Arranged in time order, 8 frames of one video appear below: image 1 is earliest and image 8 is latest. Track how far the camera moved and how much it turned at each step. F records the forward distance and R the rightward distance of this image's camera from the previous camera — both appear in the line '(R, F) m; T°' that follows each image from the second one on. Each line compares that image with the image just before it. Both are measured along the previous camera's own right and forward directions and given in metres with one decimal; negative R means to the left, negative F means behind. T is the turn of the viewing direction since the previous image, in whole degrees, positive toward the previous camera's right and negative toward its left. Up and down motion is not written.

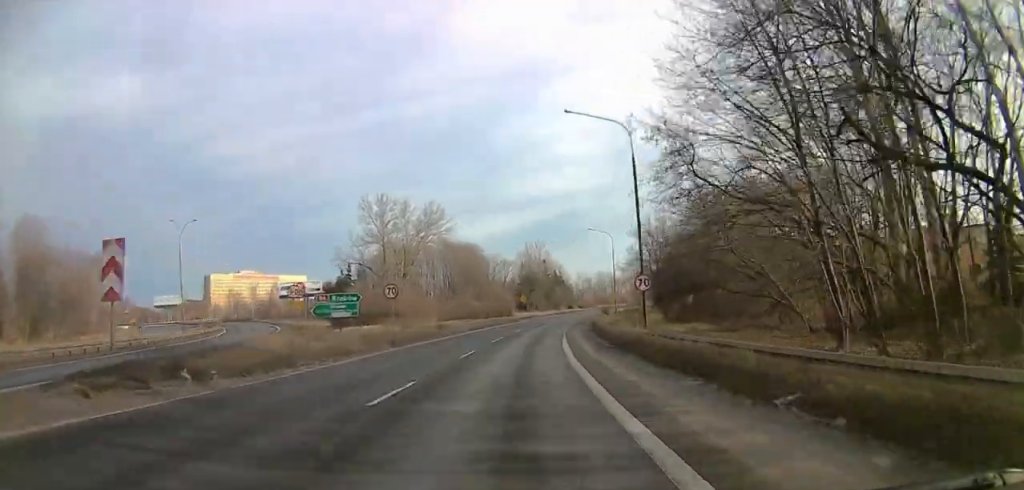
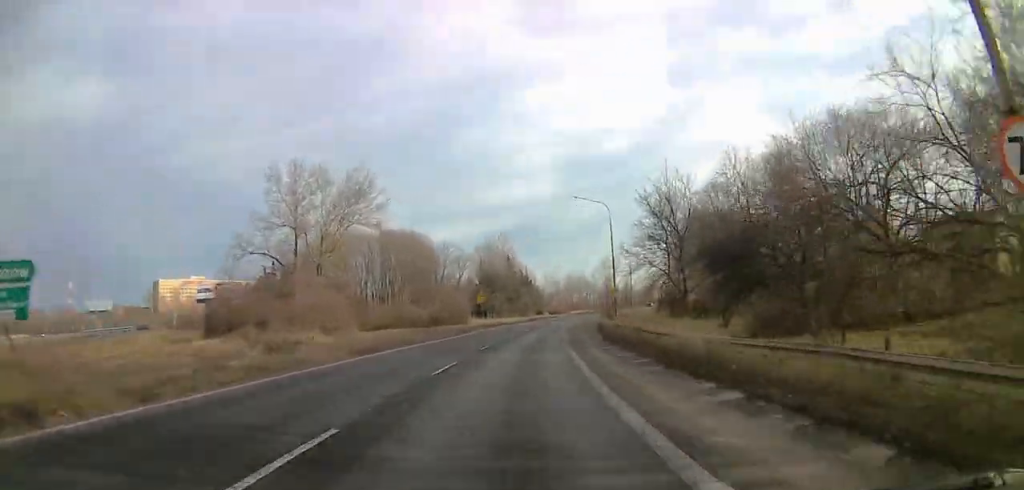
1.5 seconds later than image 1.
(+0.7, +29.8) m; +4°
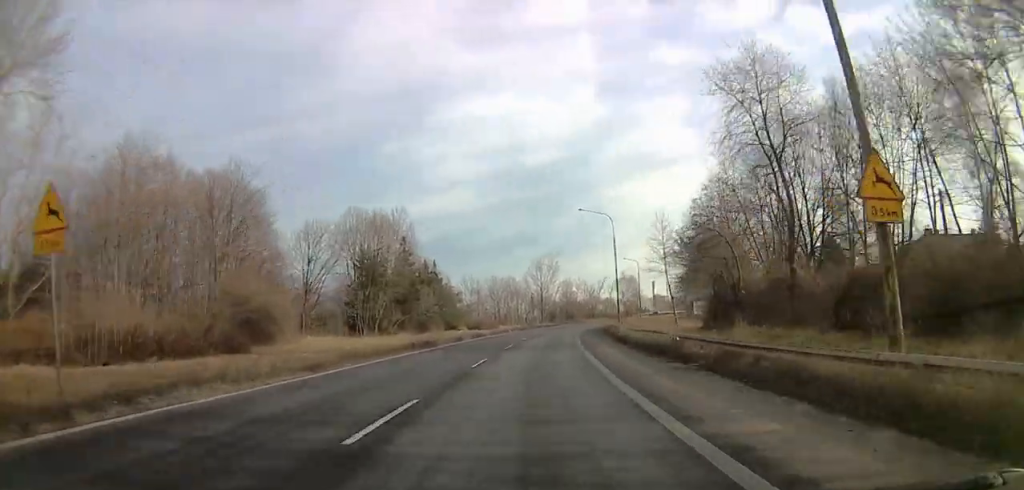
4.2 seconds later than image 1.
(-0.3, +53.2) m; +11°
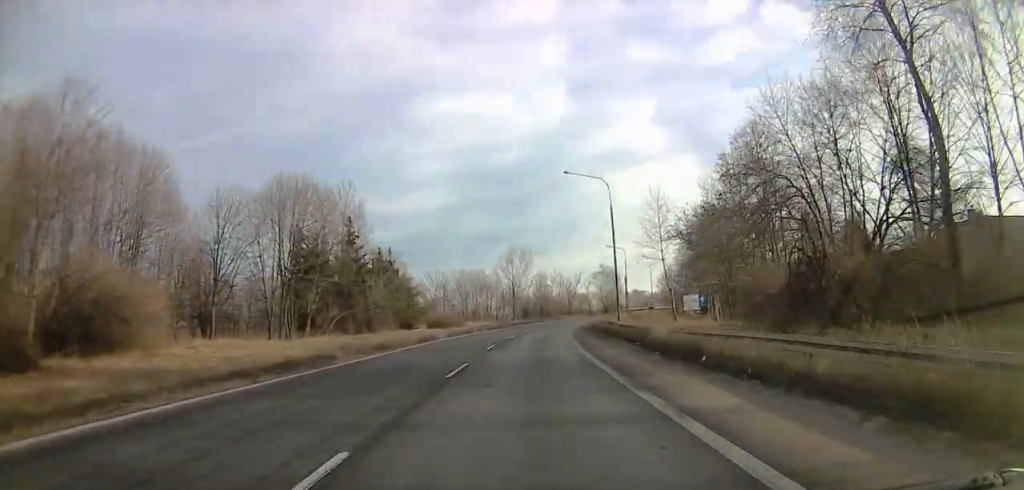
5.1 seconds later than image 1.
(+0.4, +17.7) m; 0°
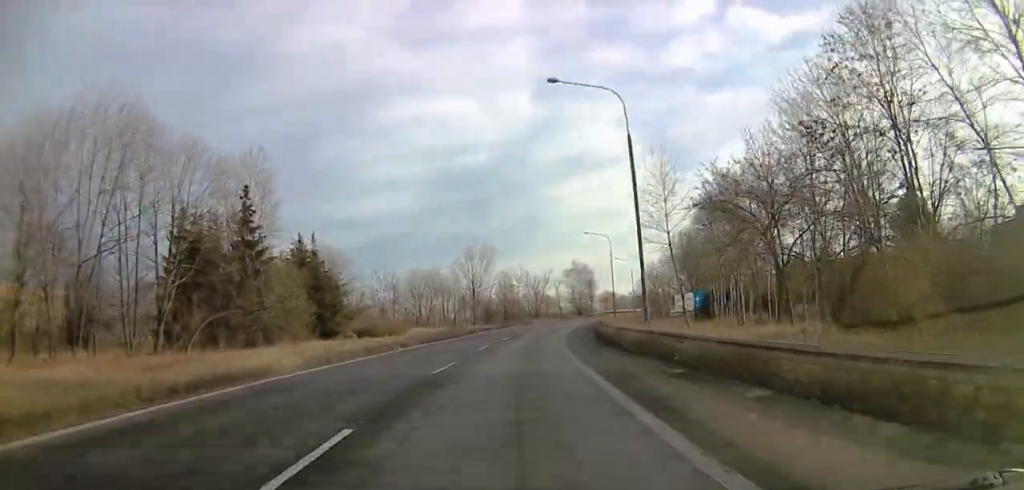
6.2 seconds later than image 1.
(-1.2, +24.0) m; -3°
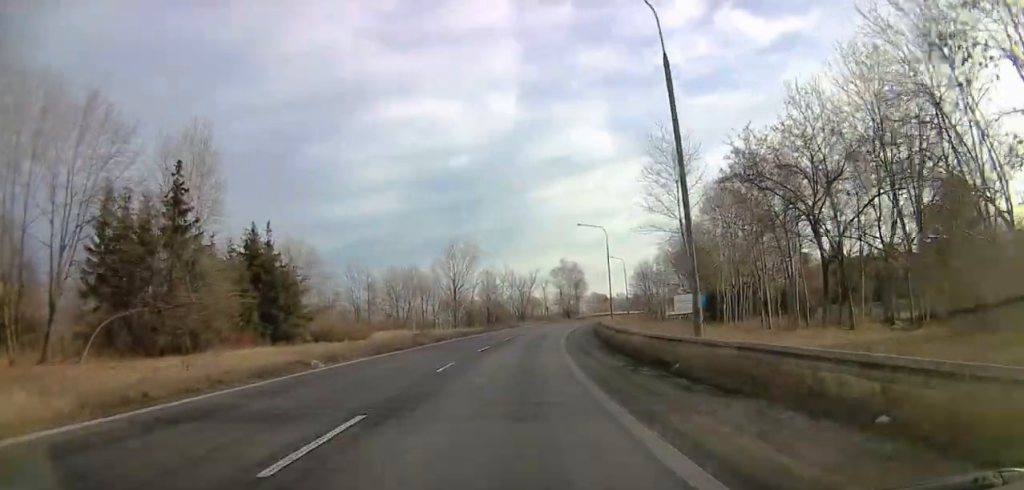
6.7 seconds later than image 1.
(0.0, +11.1) m; +1°
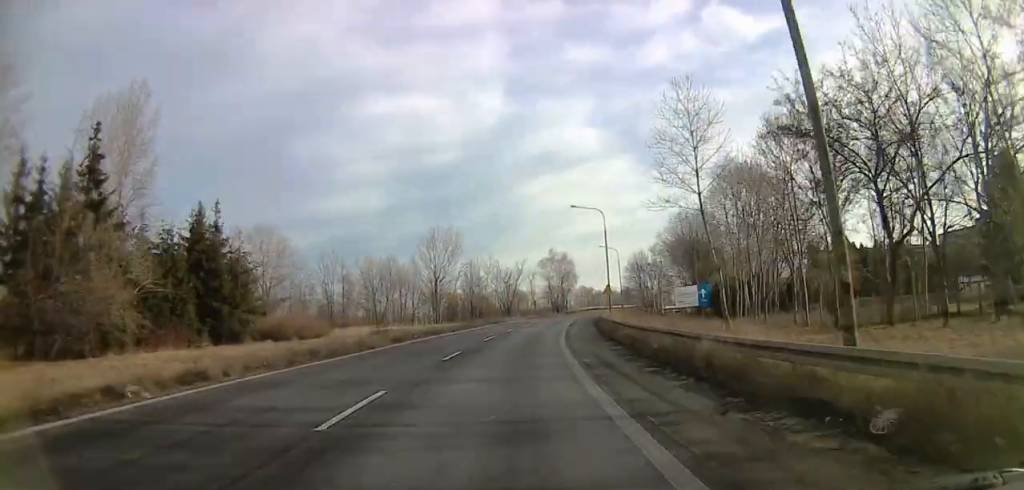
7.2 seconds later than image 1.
(-0.2, +10.4) m; +3°
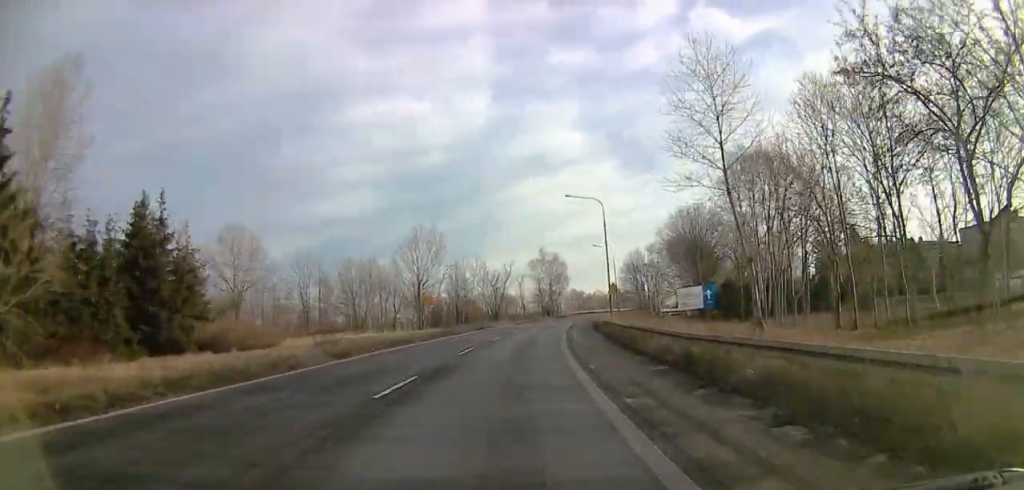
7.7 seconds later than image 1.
(+0.1, +8.9) m; +2°
